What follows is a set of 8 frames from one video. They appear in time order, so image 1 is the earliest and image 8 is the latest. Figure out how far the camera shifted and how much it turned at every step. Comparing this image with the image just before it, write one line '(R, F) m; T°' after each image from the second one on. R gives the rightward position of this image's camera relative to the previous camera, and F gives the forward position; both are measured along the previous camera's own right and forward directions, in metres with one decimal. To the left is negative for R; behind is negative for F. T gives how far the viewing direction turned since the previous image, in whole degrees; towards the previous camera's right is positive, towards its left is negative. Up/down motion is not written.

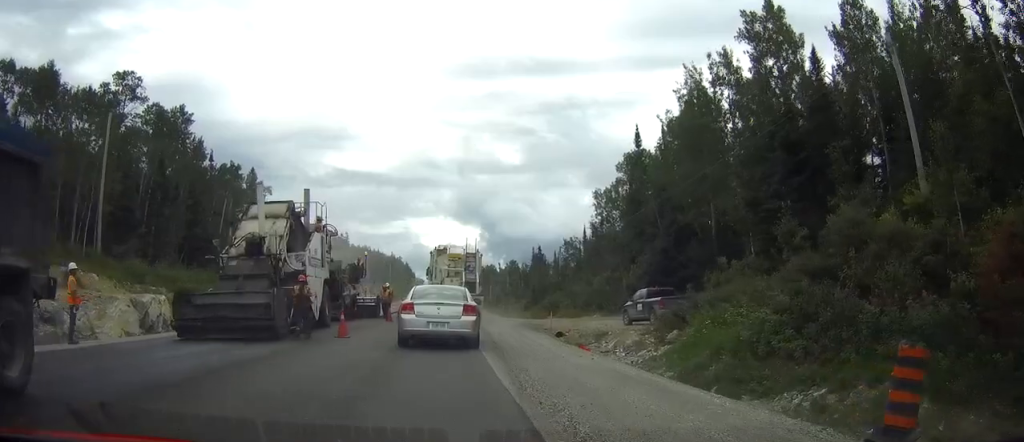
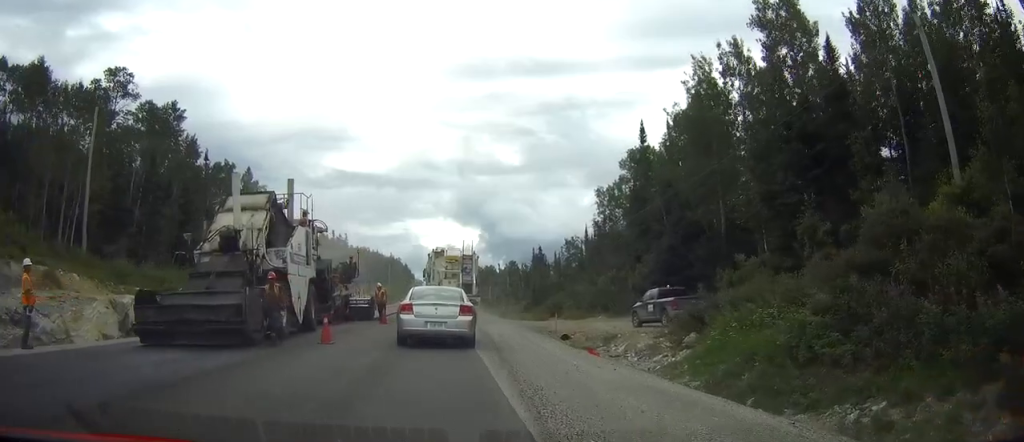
(0.0, +2.4) m; +1°
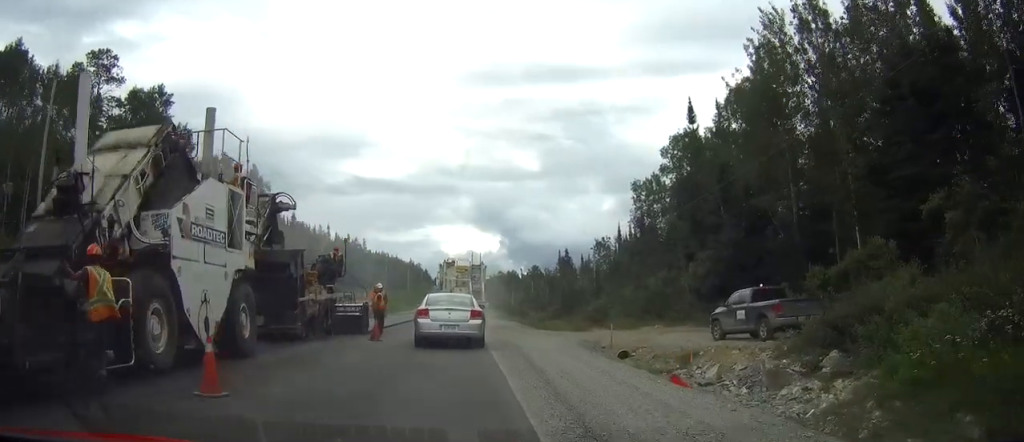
(+0.2, +9.6) m; 0°
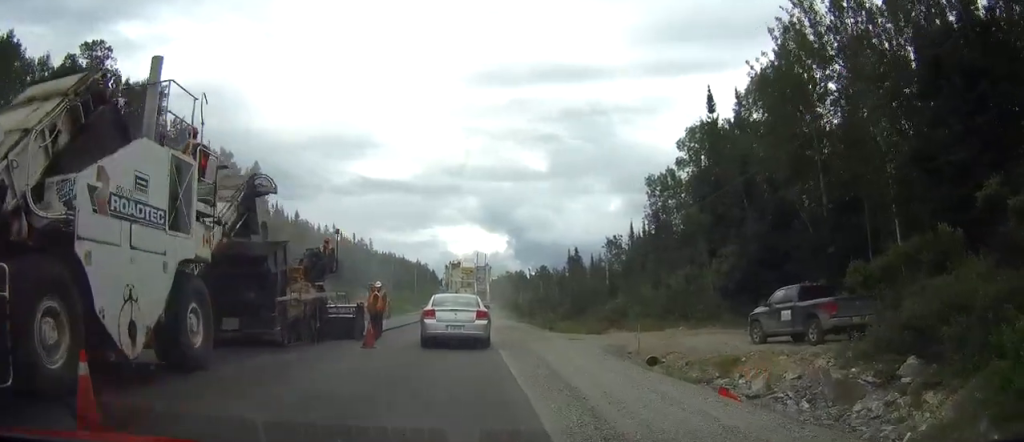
(-0.1, +3.3) m; -1°
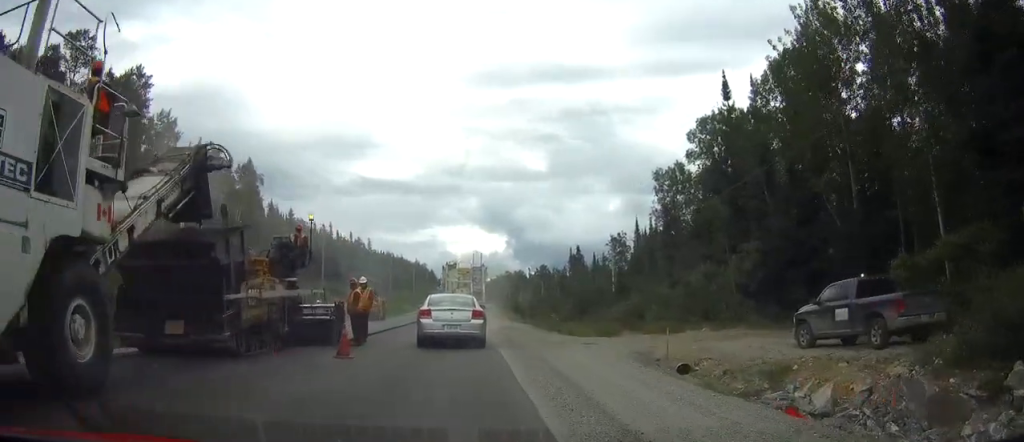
(-0.1, +3.7) m; -1°
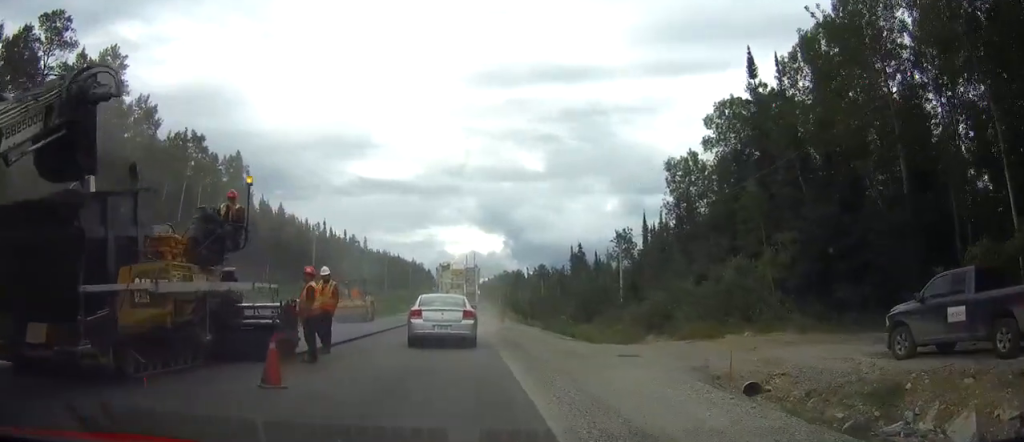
(0.0, +5.5) m; 0°
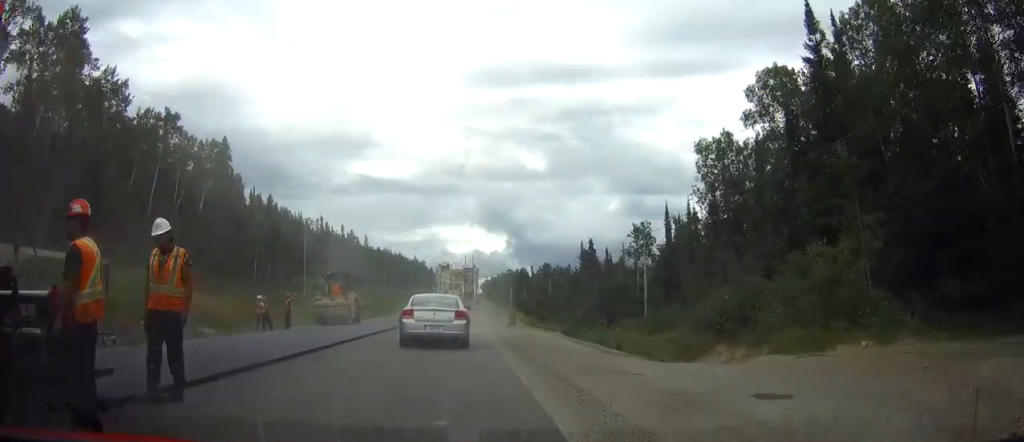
(0.0, +8.5) m; -1°
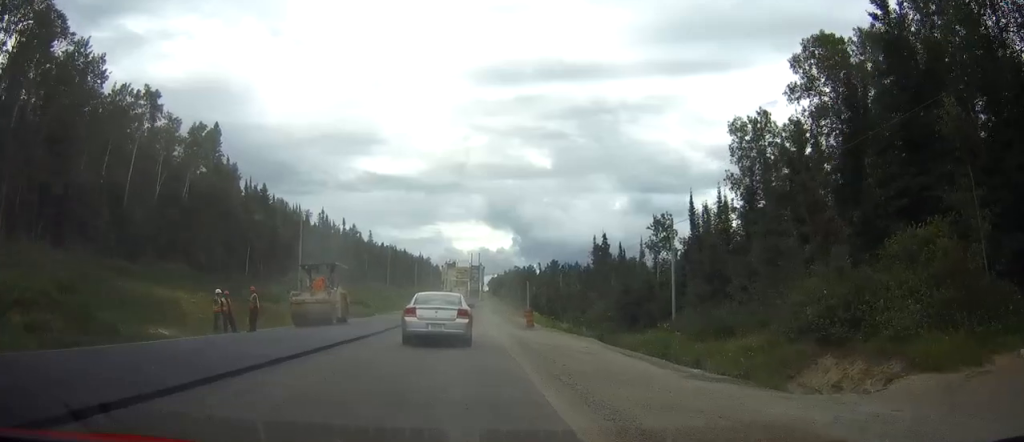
(-0.1, +6.8) m; -1°
